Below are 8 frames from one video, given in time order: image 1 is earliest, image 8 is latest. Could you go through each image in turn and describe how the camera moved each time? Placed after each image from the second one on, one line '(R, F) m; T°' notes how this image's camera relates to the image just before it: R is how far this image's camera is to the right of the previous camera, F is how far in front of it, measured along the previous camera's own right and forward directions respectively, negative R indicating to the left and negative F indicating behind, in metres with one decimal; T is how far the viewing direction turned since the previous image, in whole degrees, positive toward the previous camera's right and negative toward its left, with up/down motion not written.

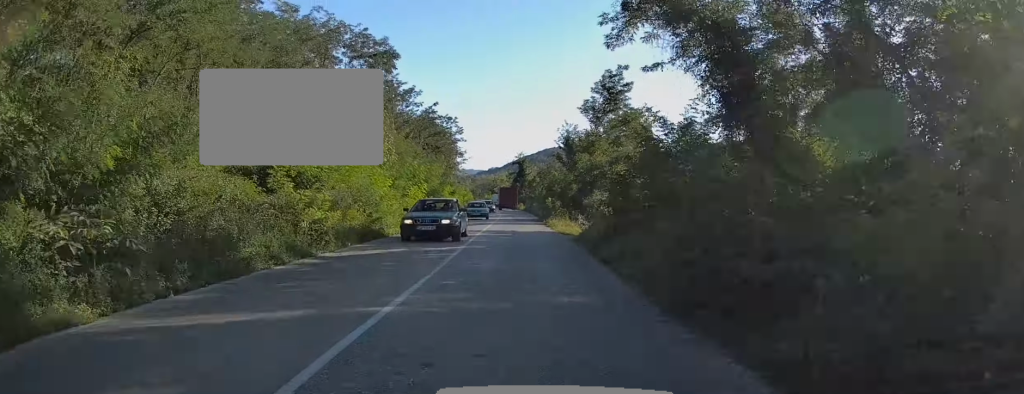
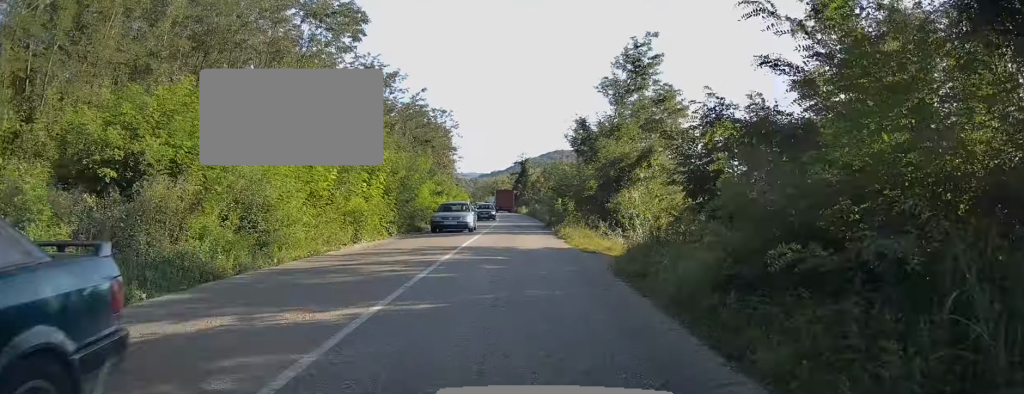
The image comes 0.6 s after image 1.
(0.0, +9.8) m; -1°
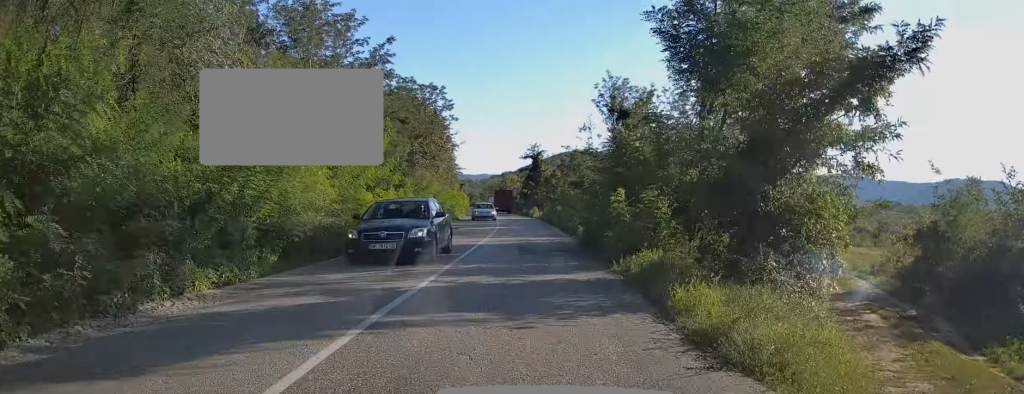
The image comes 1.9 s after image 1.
(-0.3, +19.0) m; -1°
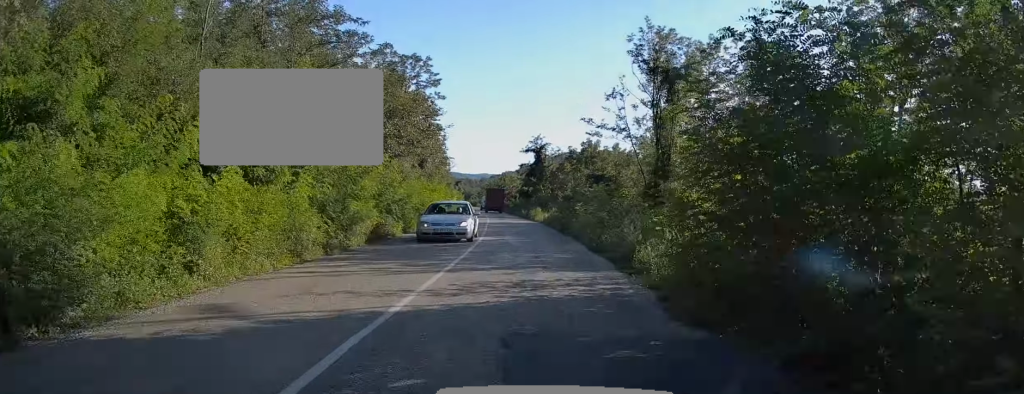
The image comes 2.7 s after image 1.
(0.0, +13.3) m; 0°
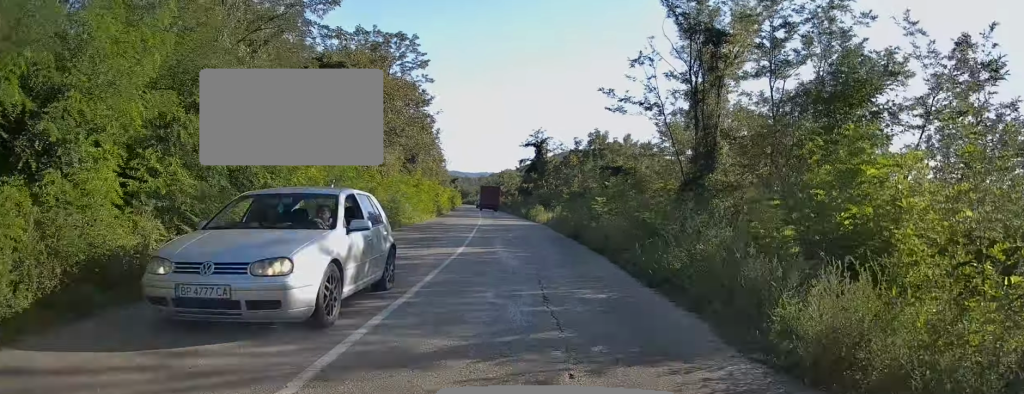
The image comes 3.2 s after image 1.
(0.0, +7.1) m; 0°
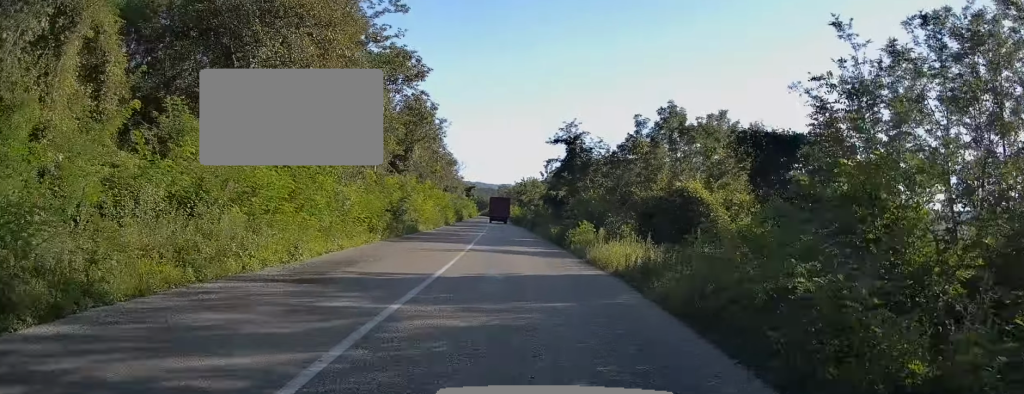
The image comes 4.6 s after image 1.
(-0.3, +20.7) m; -2°
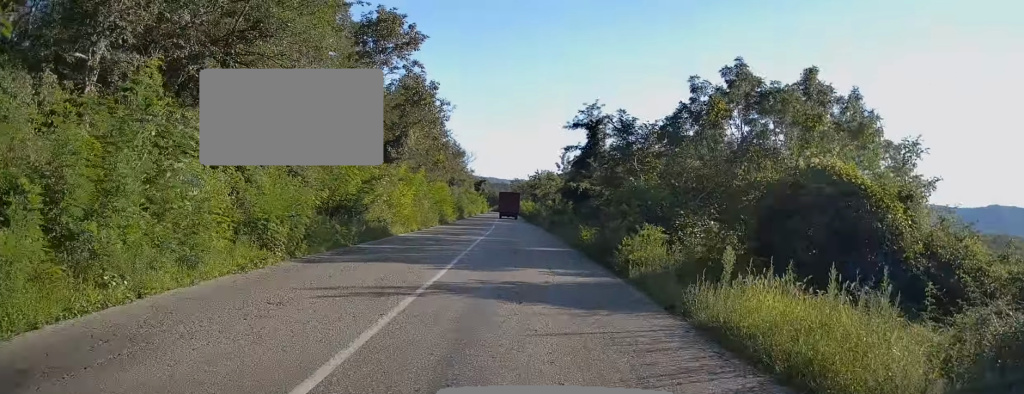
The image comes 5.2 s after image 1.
(-0.1, +9.5) m; -1°
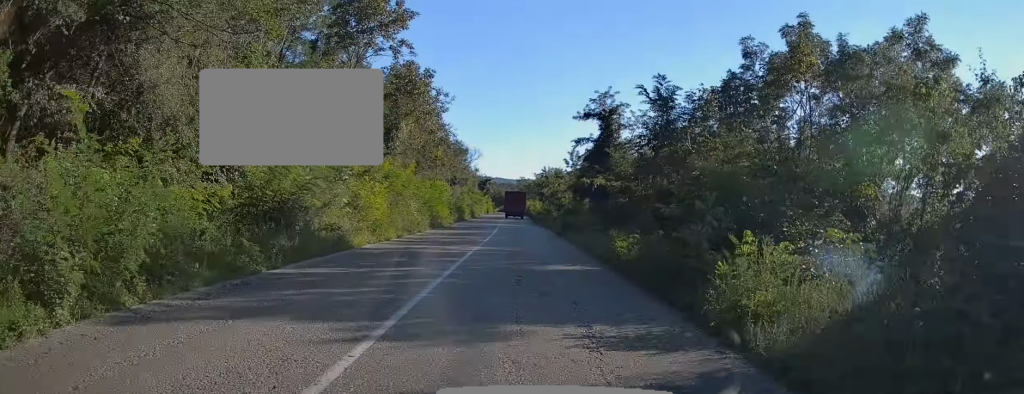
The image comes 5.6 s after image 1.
(-0.1, +6.0) m; 0°
